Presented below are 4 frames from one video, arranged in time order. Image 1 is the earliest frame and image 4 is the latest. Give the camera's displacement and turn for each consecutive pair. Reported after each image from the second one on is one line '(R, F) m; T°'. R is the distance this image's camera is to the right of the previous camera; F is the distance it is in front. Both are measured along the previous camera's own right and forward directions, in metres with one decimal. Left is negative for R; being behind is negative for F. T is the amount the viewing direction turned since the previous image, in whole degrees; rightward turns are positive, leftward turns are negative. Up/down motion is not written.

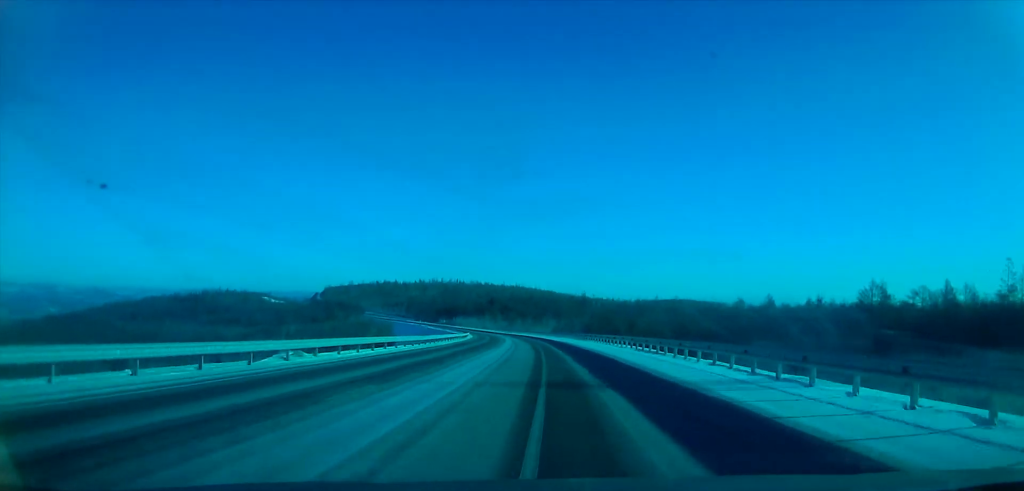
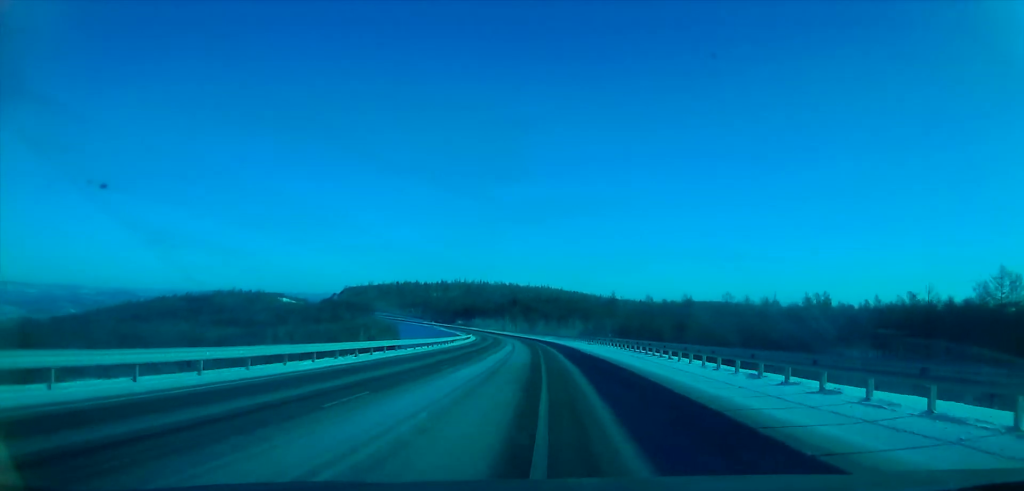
(0.0, +37.1) m; 0°
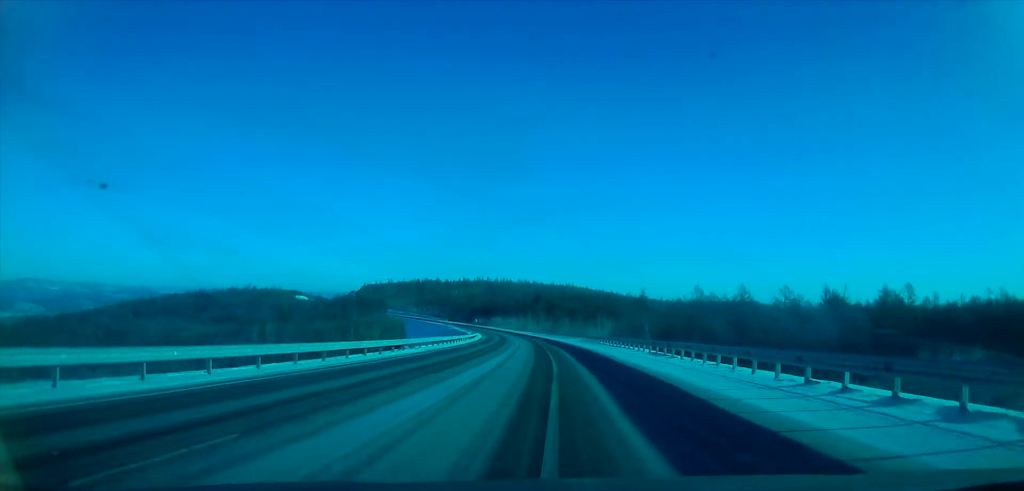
(0.0, +31.0) m; 0°
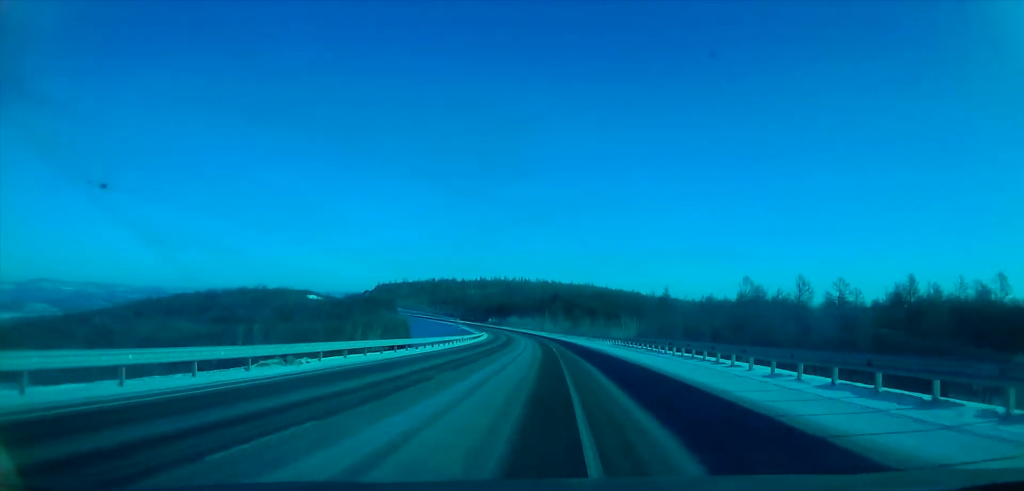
(+0.2, +23.0) m; -1°
